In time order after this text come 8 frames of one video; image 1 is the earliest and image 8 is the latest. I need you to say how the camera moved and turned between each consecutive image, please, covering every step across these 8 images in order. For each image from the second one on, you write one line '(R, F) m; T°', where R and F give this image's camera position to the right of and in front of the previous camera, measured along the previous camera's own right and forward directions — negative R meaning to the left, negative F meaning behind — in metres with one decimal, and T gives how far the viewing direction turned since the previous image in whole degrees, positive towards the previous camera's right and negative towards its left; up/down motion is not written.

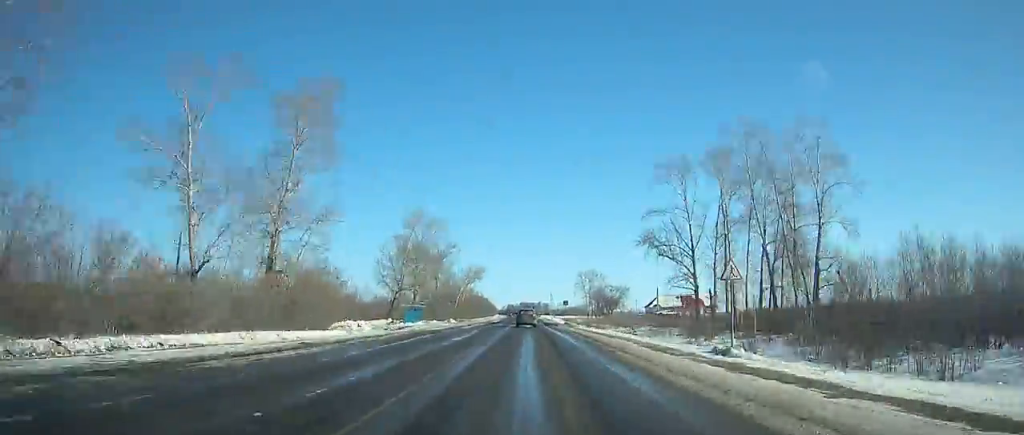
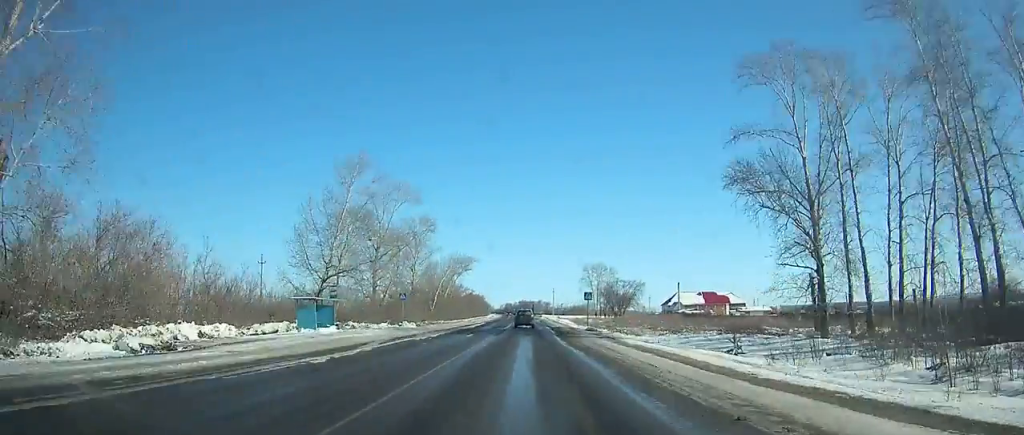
(+0.2, +32.3) m; 0°
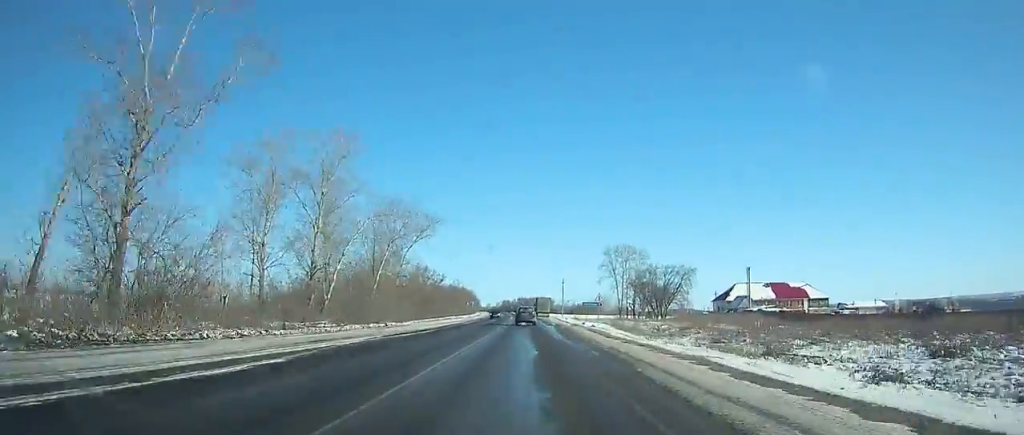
(-0.1, +59.8) m; 0°
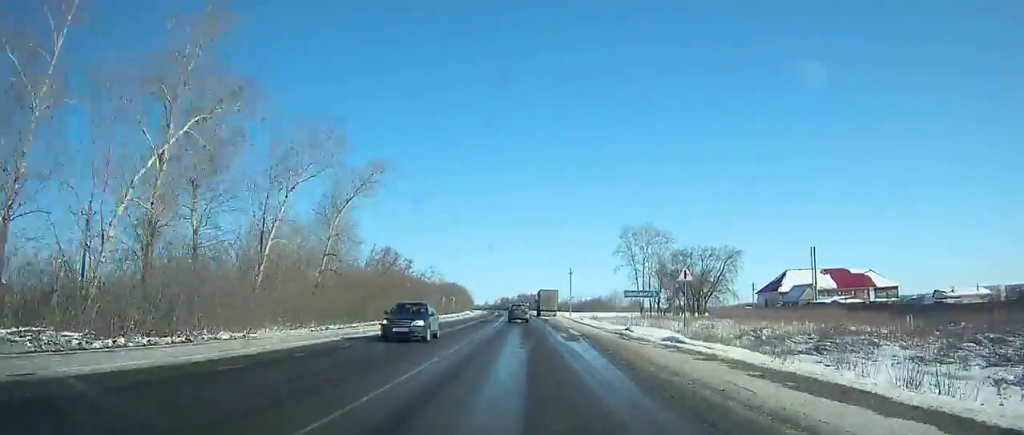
(-0.1, +32.0) m; 0°
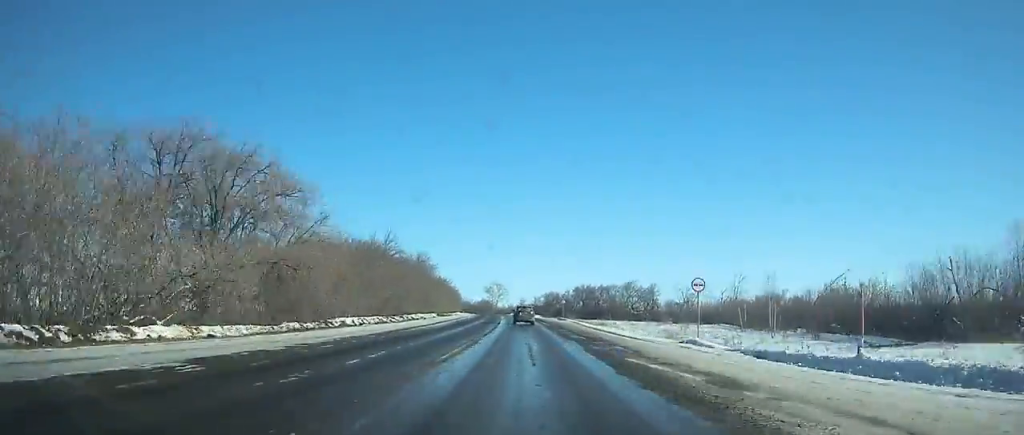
(-4.5, +175.8) m; -4°
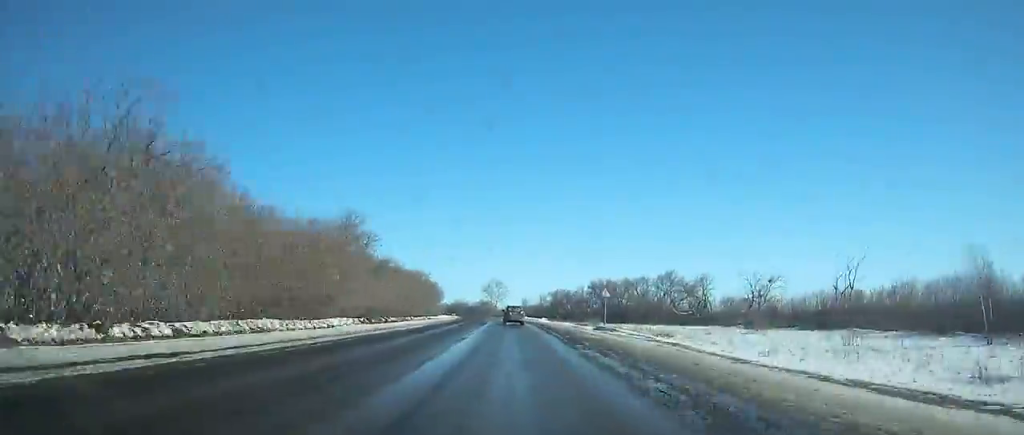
(-0.8, +42.1) m; +1°
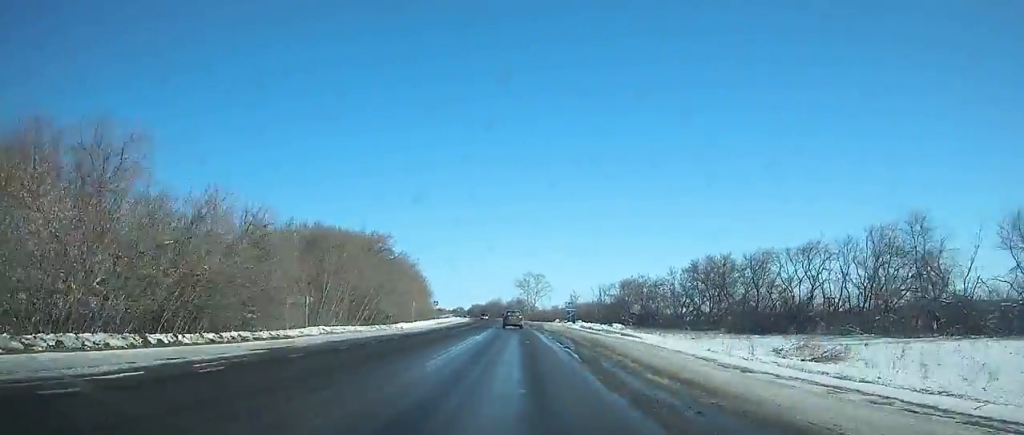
(+1.8, +72.8) m; -4°
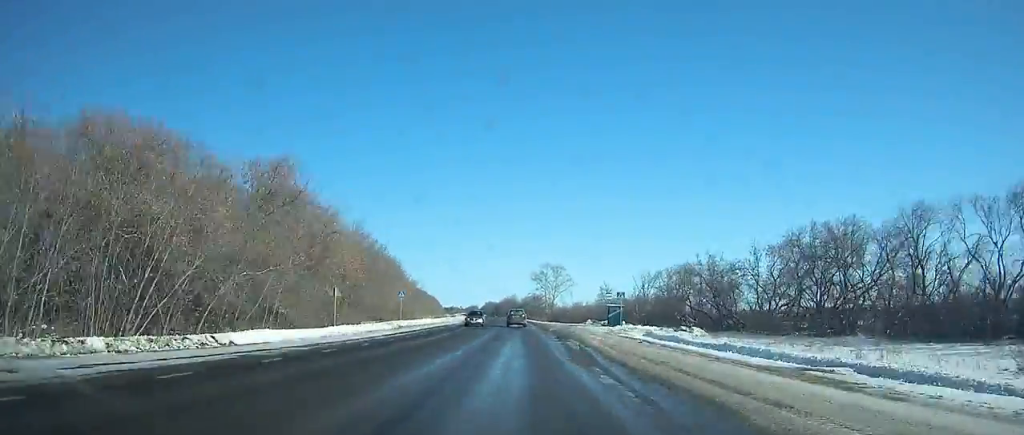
(-0.9, +35.2) m; -3°
